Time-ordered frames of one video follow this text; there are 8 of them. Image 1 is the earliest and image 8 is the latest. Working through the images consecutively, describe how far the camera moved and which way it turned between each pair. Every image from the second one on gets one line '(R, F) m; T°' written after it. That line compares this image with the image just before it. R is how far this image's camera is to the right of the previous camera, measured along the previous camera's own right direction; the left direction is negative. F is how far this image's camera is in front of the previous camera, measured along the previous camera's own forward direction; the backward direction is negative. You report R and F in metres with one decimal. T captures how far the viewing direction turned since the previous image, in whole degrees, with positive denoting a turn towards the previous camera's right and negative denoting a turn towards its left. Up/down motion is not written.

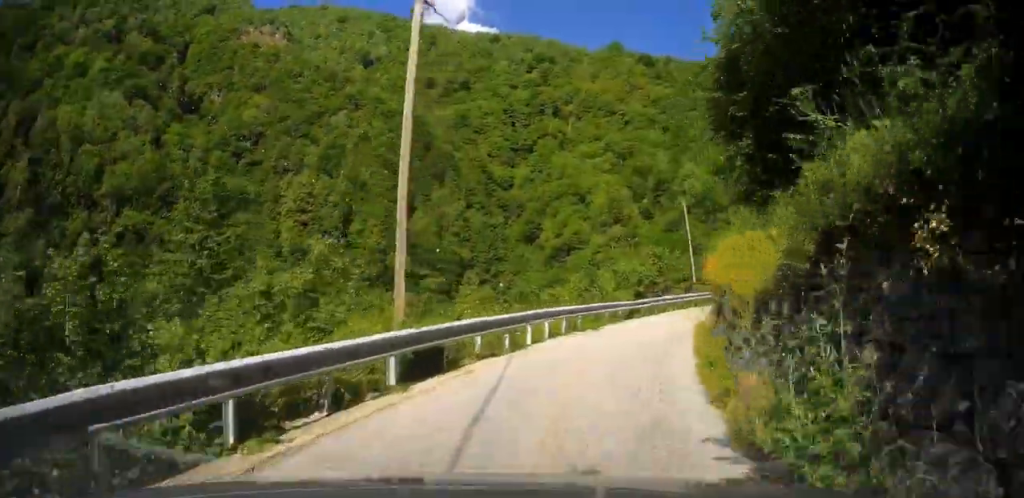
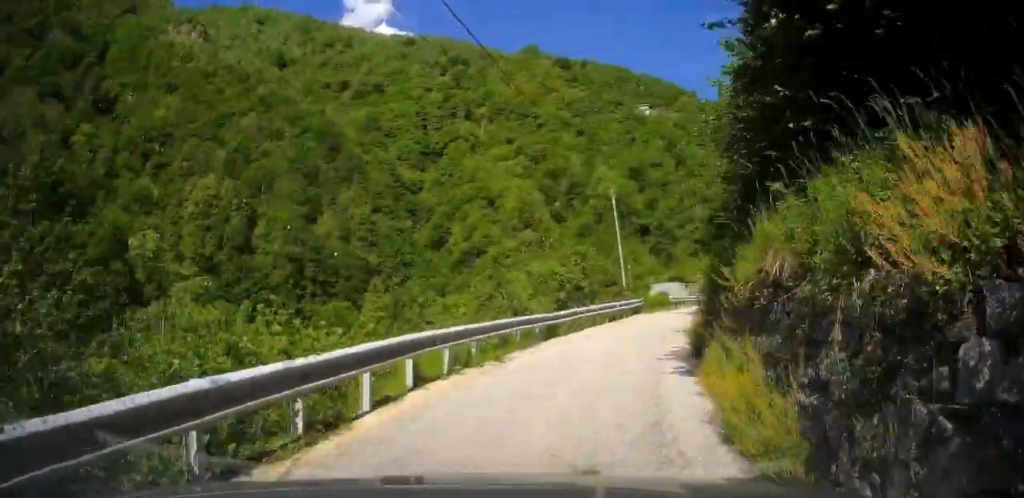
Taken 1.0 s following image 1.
(0.0, +7.3) m; +1°
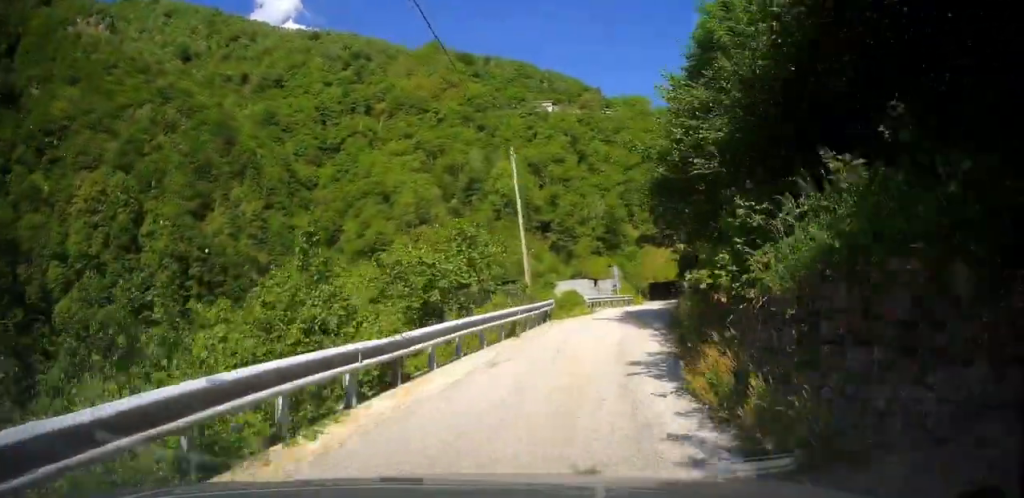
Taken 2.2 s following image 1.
(-0.1, +8.6) m; +6°
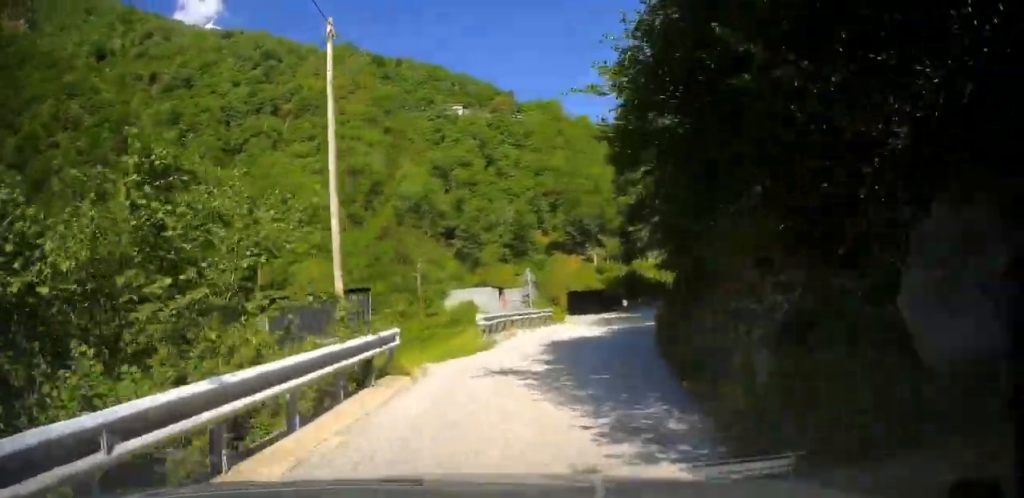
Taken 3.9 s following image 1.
(+1.3, +12.2) m; +9°
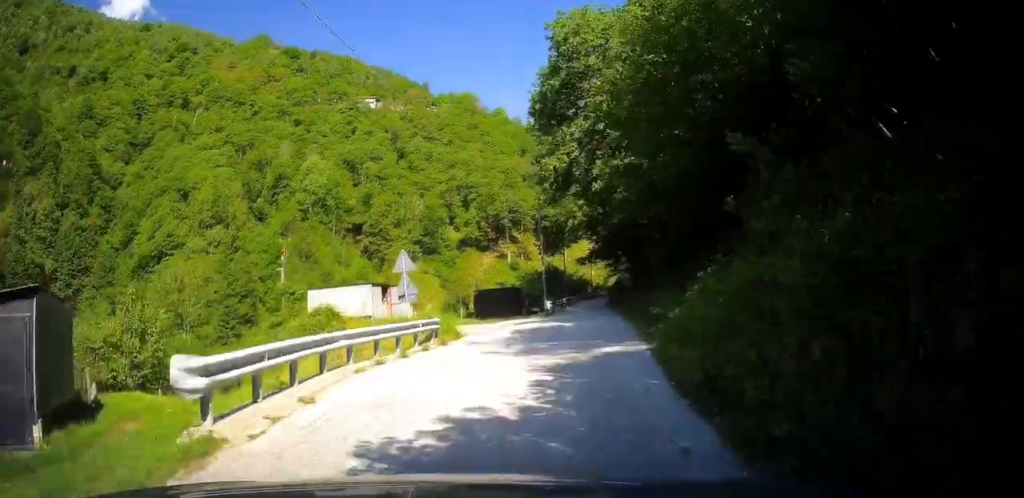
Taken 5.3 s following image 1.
(+0.8, +10.8) m; +6°
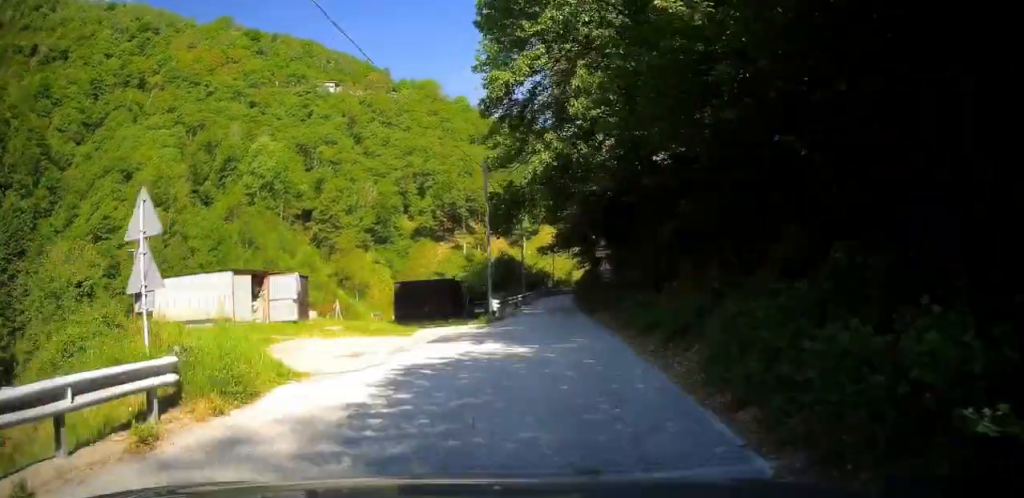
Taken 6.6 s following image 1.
(+0.3, +10.7) m; +3°
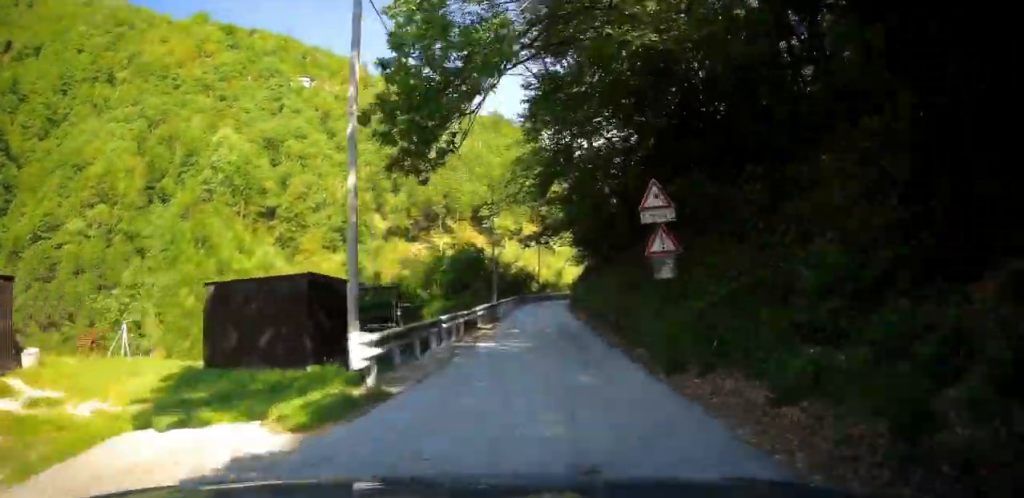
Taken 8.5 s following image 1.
(+0.6, +15.9) m; +2°
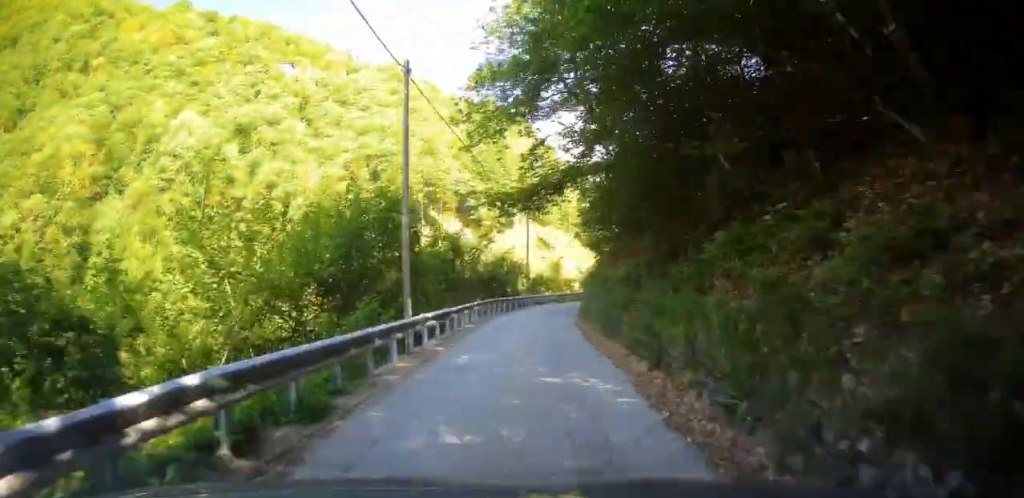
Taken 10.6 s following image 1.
(0.0, +19.0) m; +5°
